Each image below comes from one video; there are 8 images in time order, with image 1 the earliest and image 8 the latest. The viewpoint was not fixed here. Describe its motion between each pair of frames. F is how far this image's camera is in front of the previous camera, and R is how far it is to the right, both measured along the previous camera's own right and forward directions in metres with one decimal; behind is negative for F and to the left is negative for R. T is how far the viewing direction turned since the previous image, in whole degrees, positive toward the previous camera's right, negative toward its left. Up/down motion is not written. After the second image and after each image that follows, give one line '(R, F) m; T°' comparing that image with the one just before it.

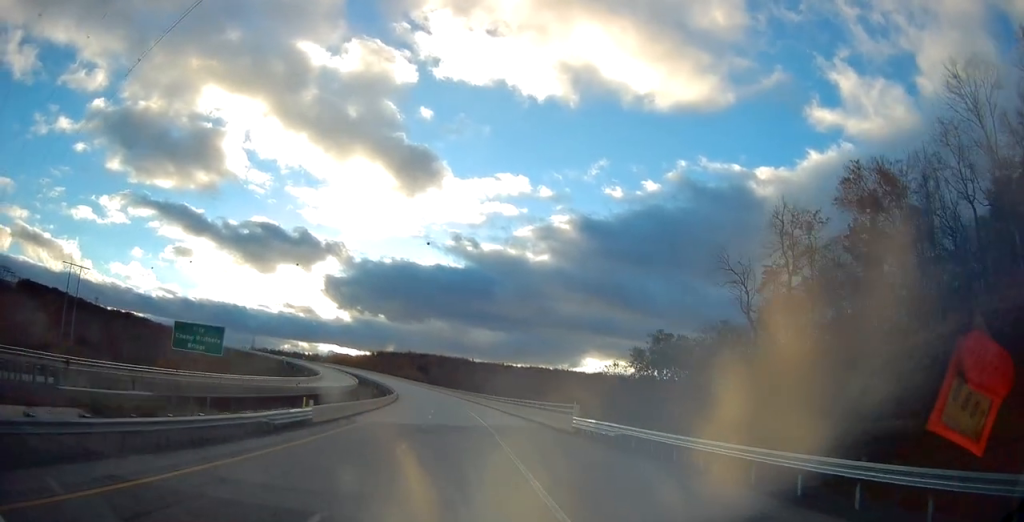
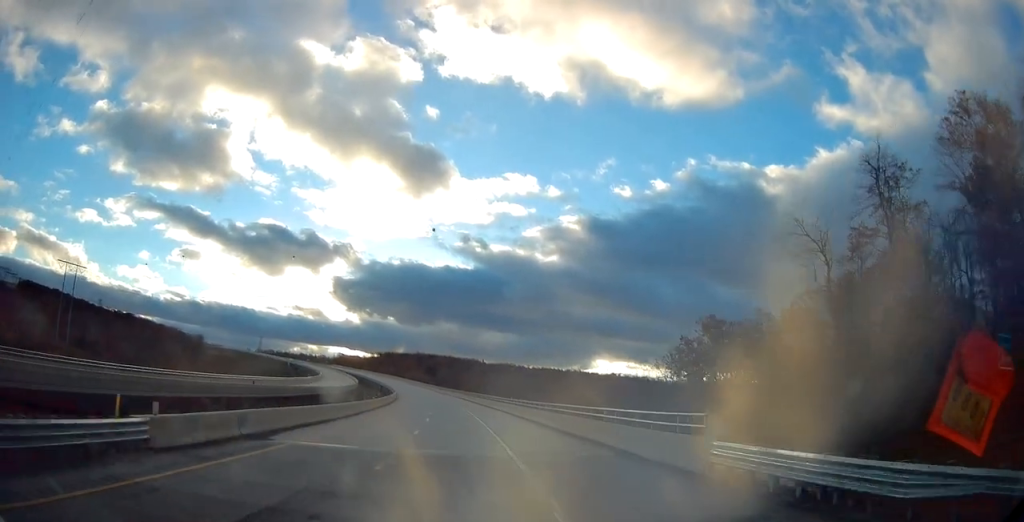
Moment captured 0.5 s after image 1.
(-0.2, +16.0) m; -1°
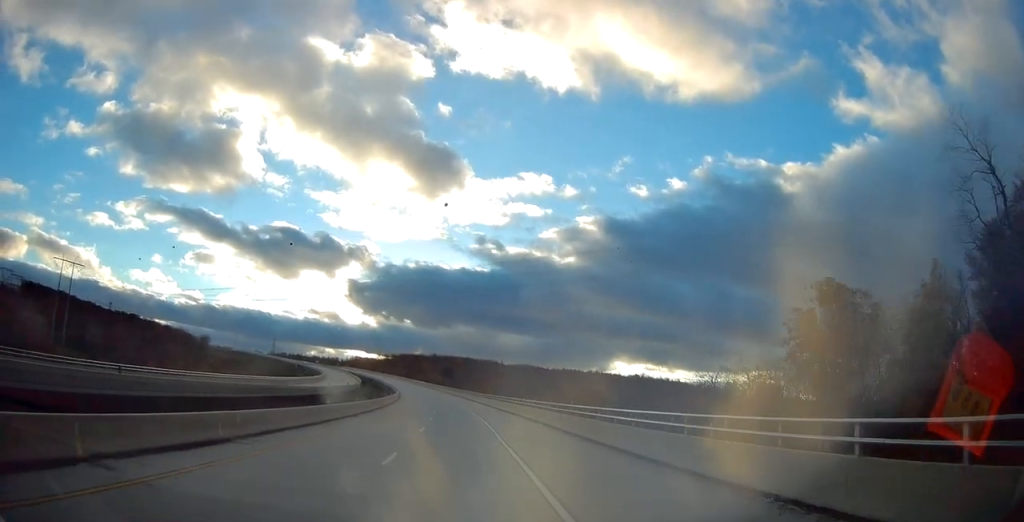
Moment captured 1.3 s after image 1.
(-0.5, +23.0) m; -2°
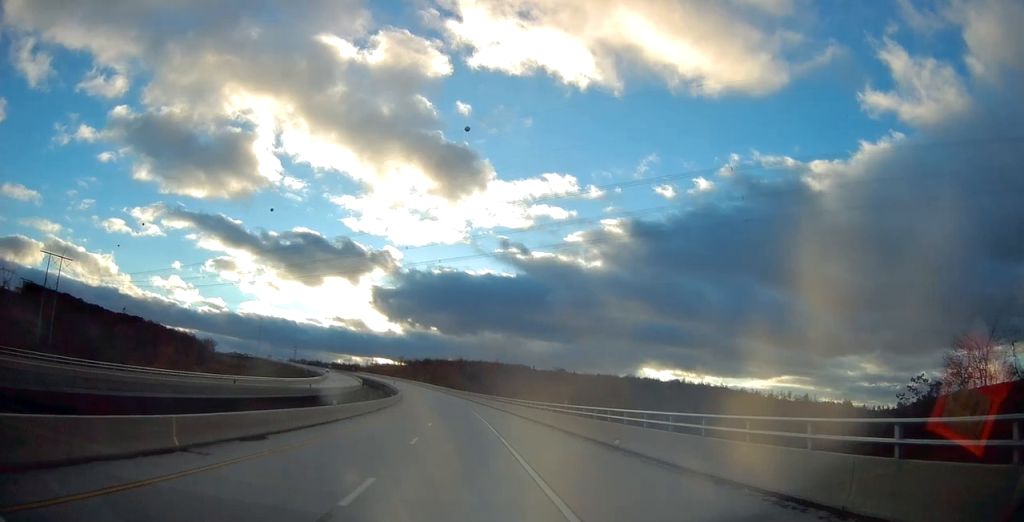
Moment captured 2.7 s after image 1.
(-0.9, +42.1) m; -3°
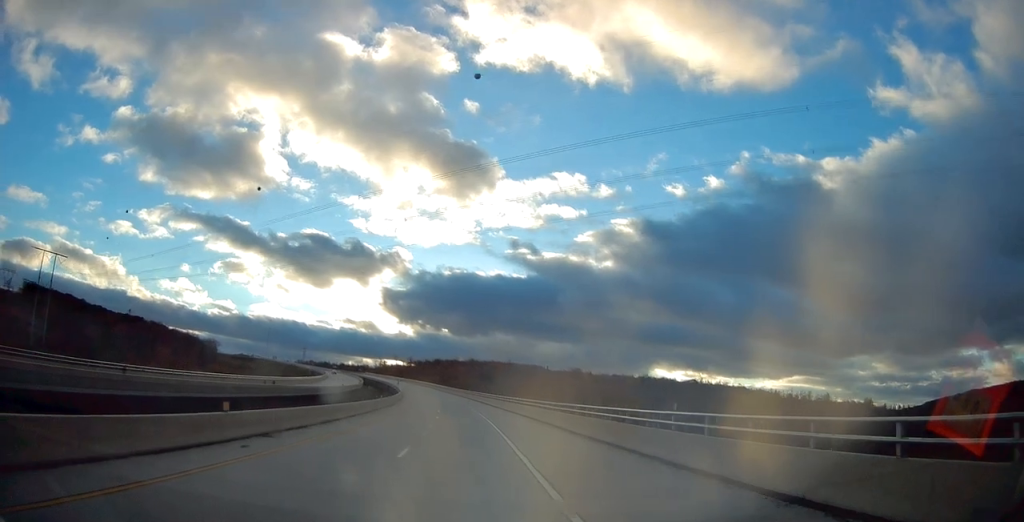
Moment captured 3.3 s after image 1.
(-0.3, +16.9) m; -1°
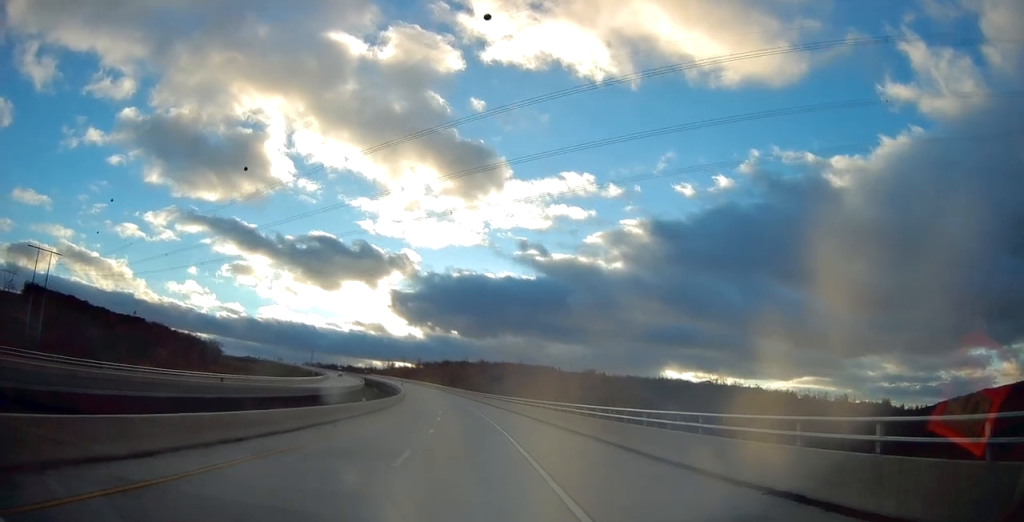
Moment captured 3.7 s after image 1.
(0.0, +13.9) m; -1°
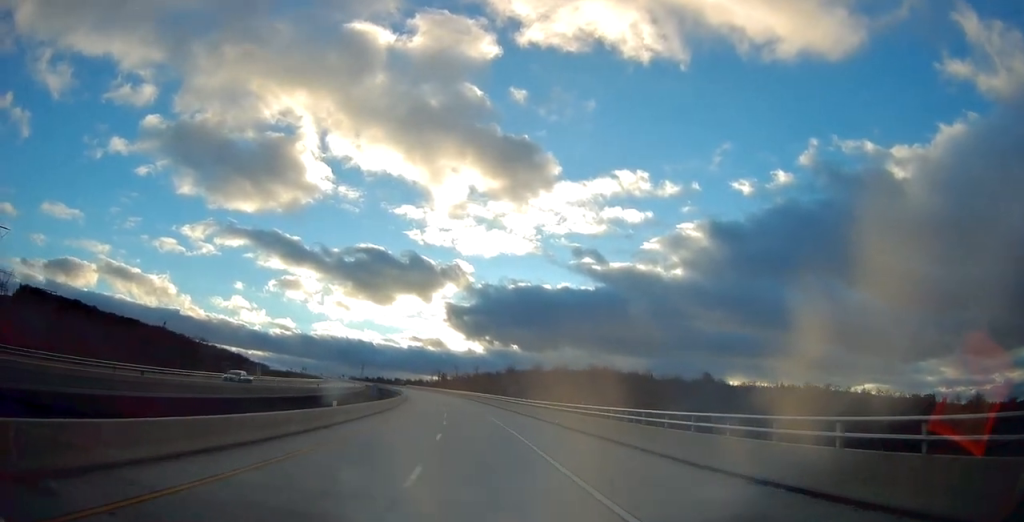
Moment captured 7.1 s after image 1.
(-6.3, +99.6) m; -7°
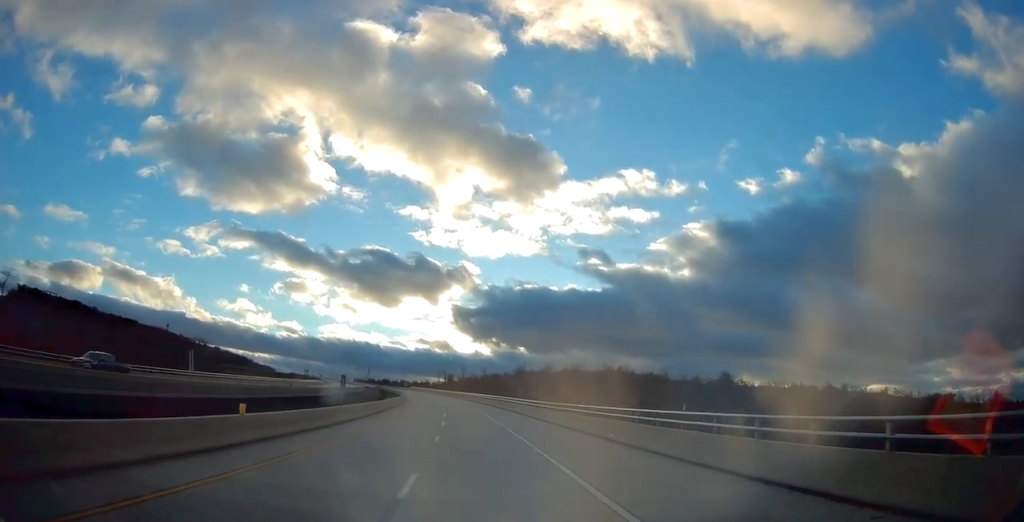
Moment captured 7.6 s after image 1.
(-0.2, +13.5) m; -1°
